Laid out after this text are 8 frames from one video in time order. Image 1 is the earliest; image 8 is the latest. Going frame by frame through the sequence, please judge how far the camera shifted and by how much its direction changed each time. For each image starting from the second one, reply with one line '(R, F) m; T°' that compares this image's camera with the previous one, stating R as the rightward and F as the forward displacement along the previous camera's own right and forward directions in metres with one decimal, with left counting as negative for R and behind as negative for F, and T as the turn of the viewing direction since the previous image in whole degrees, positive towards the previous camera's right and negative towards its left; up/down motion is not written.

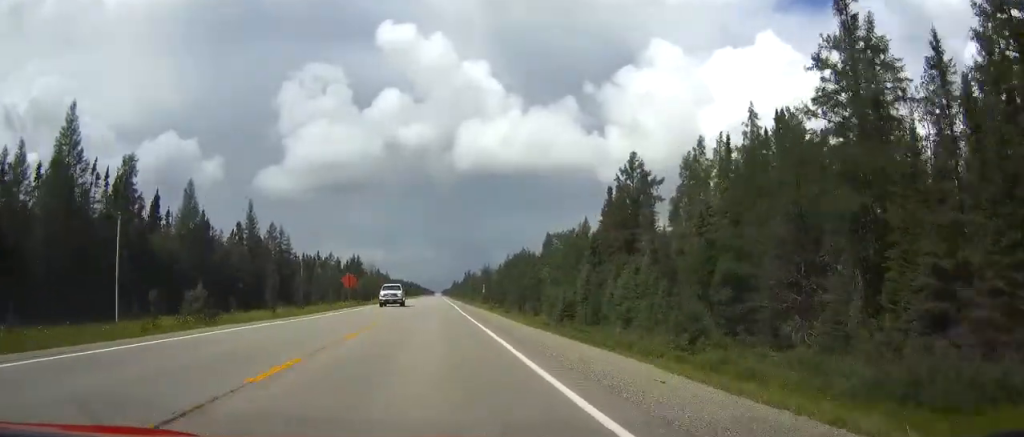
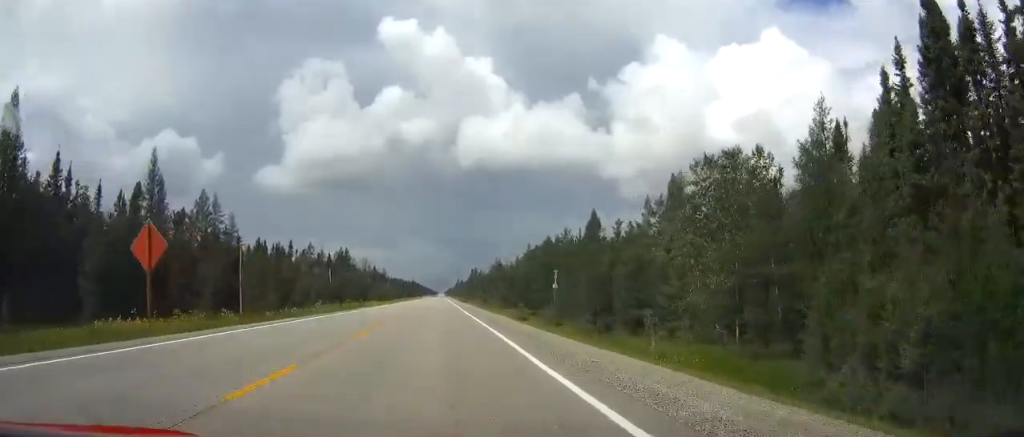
(0.0, +49.1) m; 0°
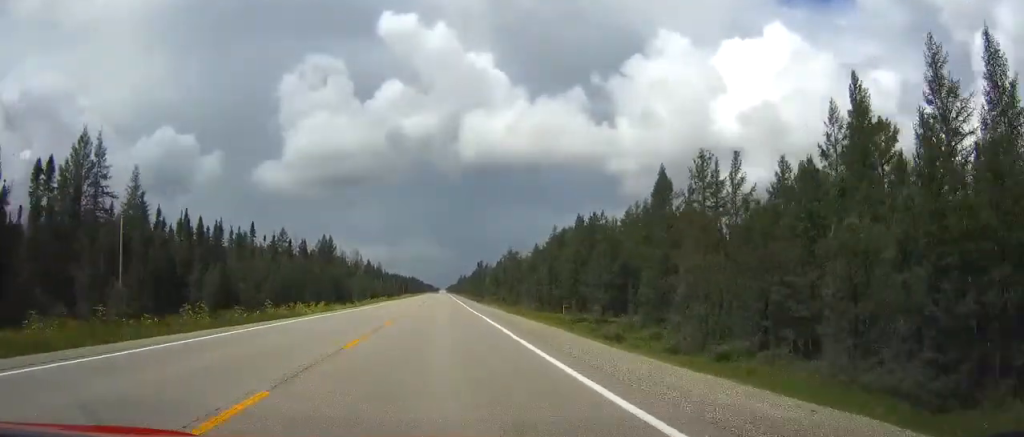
(0.0, +41.1) m; 0°
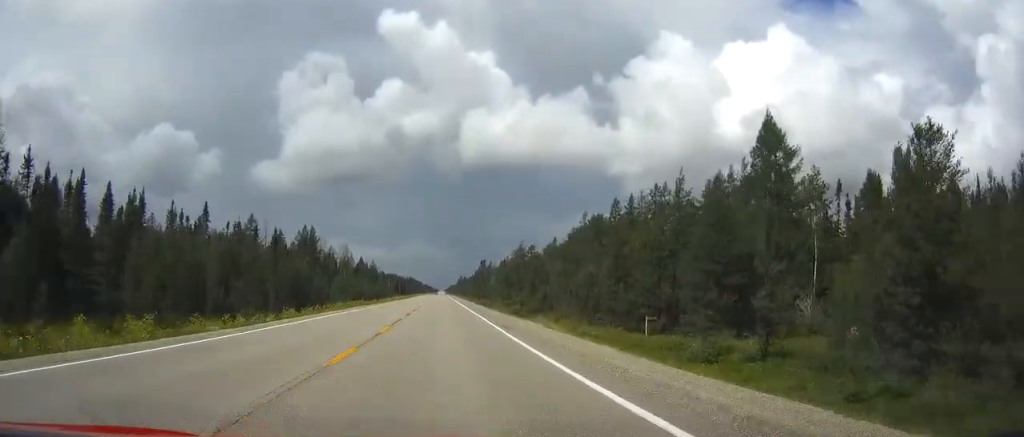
(0.0, +31.2) m; 0°
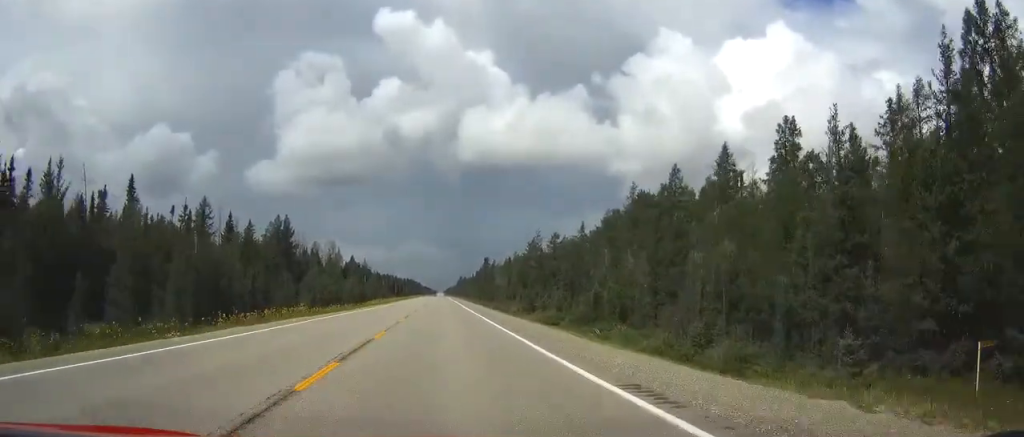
(0.0, +31.2) m; 0°
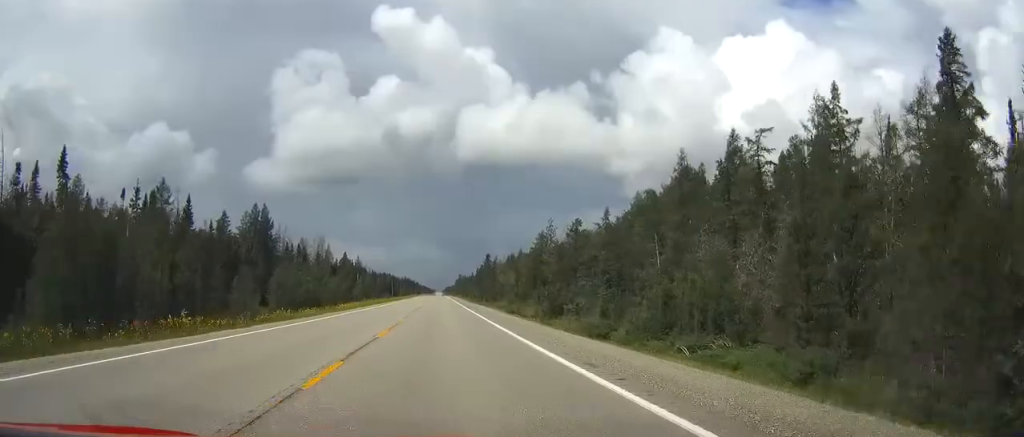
(0.0, +19.2) m; 0°
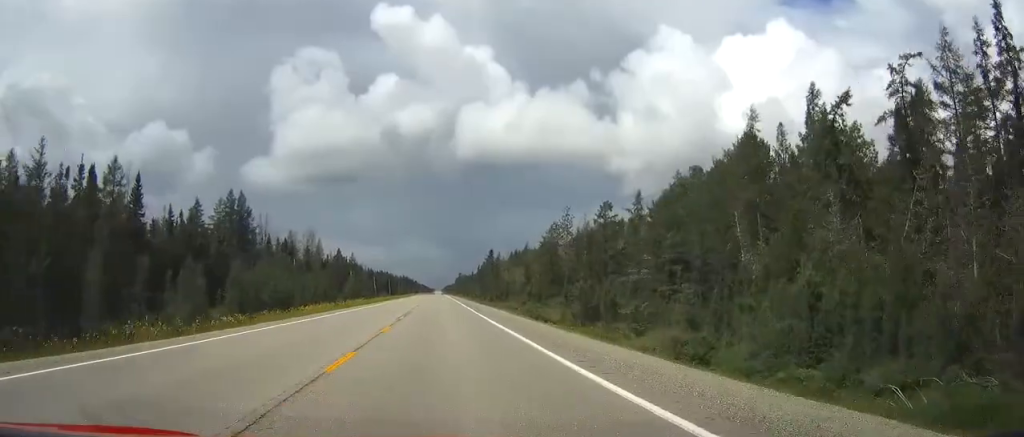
(0.0, +17.2) m; 0°
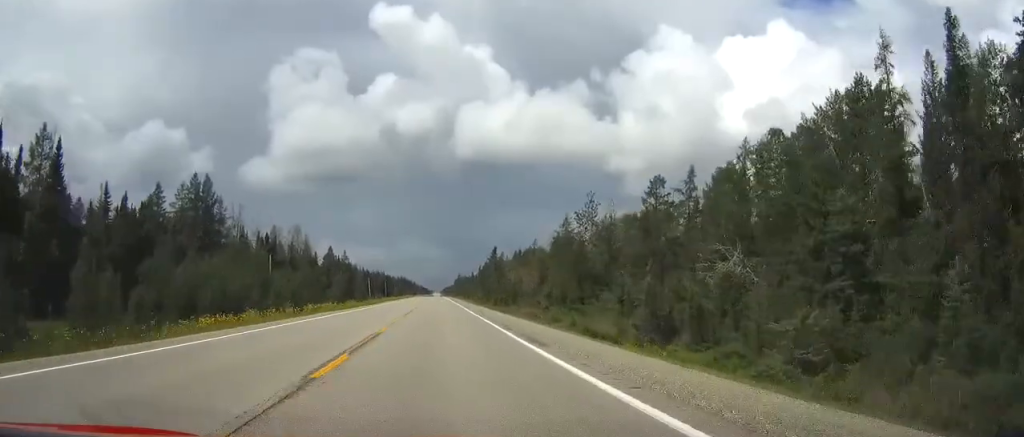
(0.0, +19.3) m; 0°
